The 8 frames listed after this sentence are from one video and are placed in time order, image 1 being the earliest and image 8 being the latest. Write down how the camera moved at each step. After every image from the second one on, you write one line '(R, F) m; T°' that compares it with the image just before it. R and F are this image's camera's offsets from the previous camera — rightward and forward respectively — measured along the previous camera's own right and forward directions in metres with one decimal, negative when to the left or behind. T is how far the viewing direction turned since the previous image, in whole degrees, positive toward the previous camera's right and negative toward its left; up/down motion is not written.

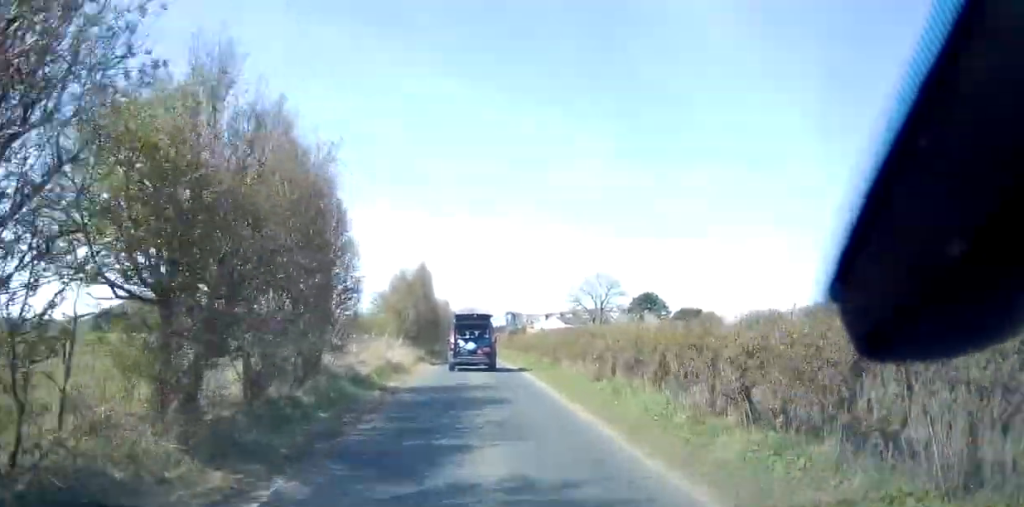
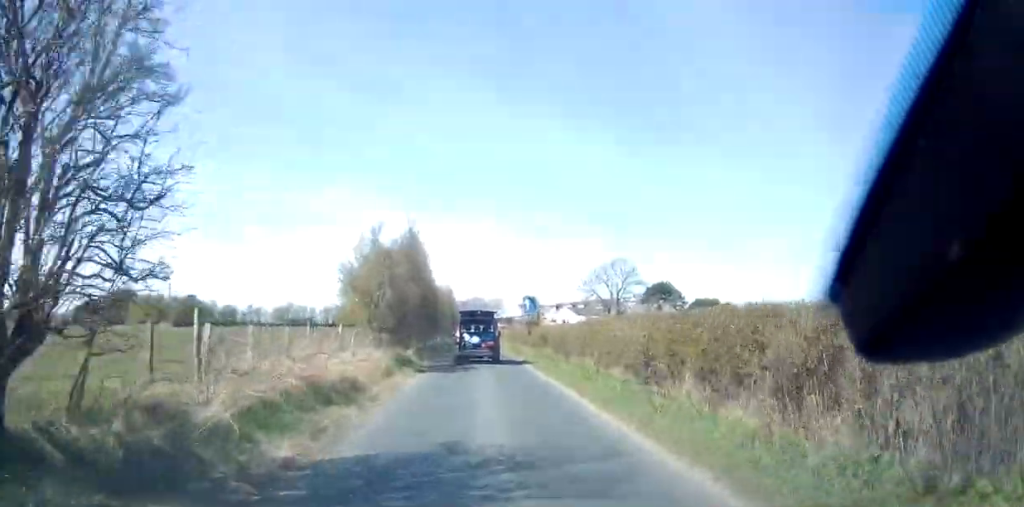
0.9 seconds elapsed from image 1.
(0.0, +9.7) m; 0°
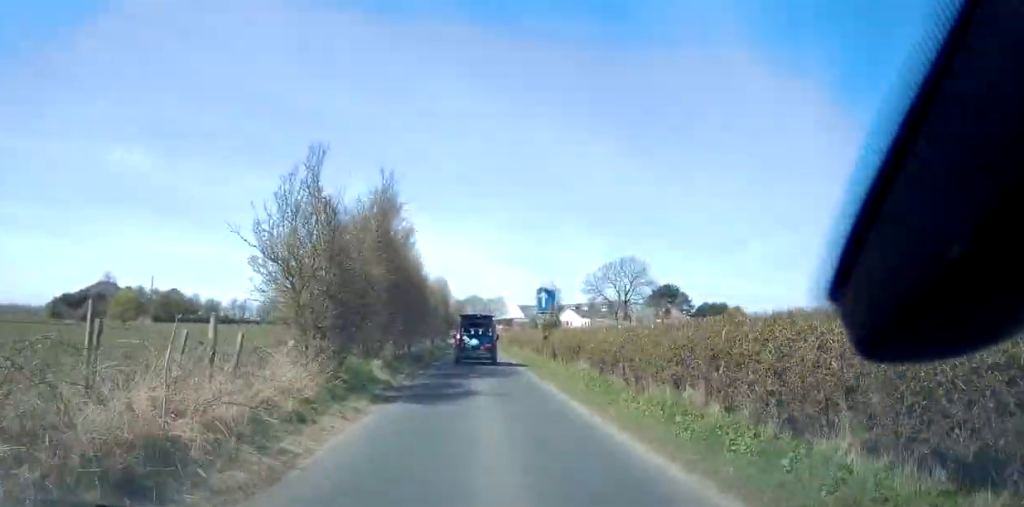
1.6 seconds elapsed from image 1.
(0.0, +8.2) m; 0°
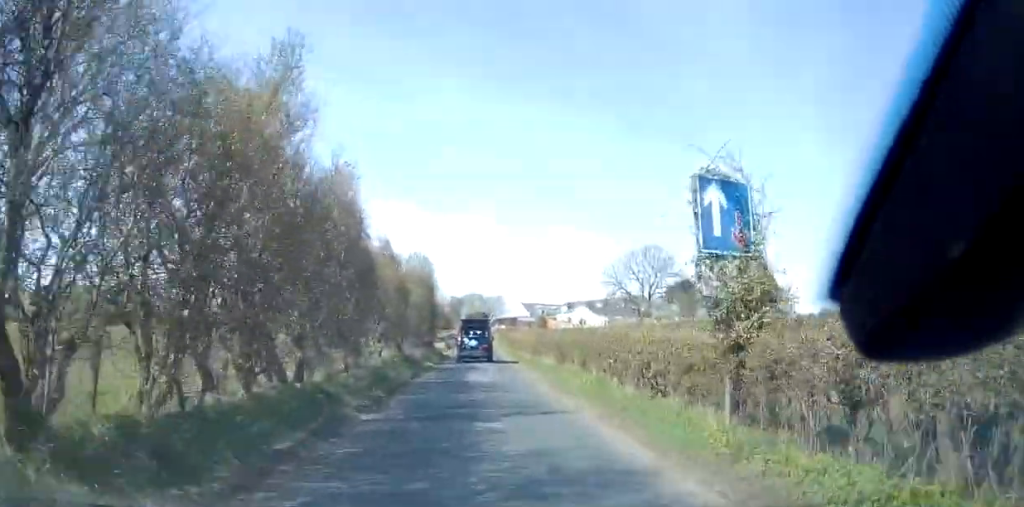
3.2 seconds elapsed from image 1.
(0.0, +18.4) m; 0°
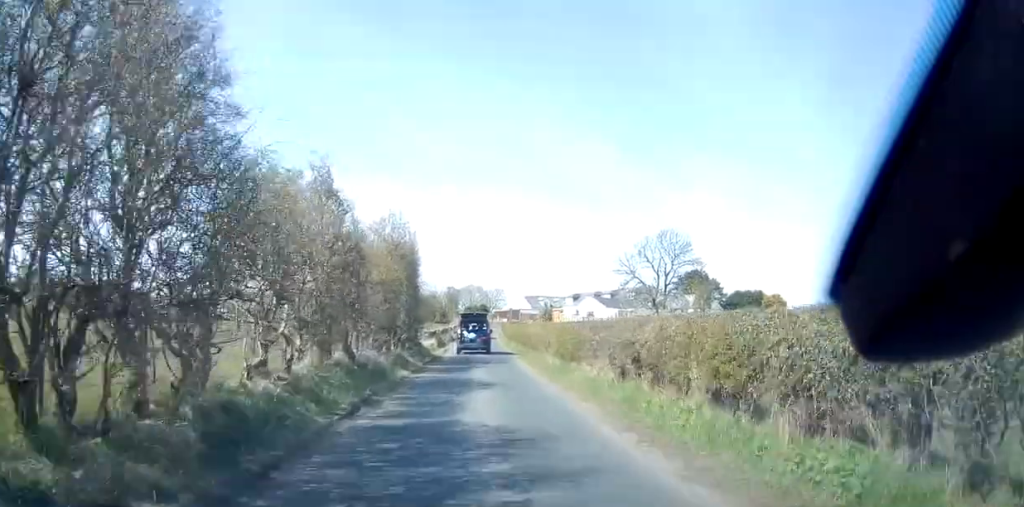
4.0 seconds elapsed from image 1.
(0.0, +9.5) m; 0°
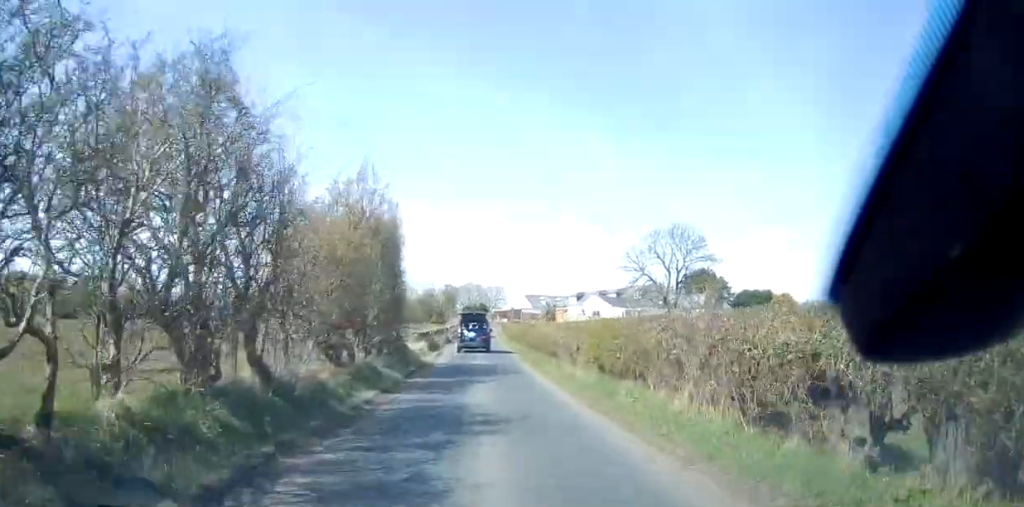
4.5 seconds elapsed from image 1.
(0.0, +6.4) m; 0°
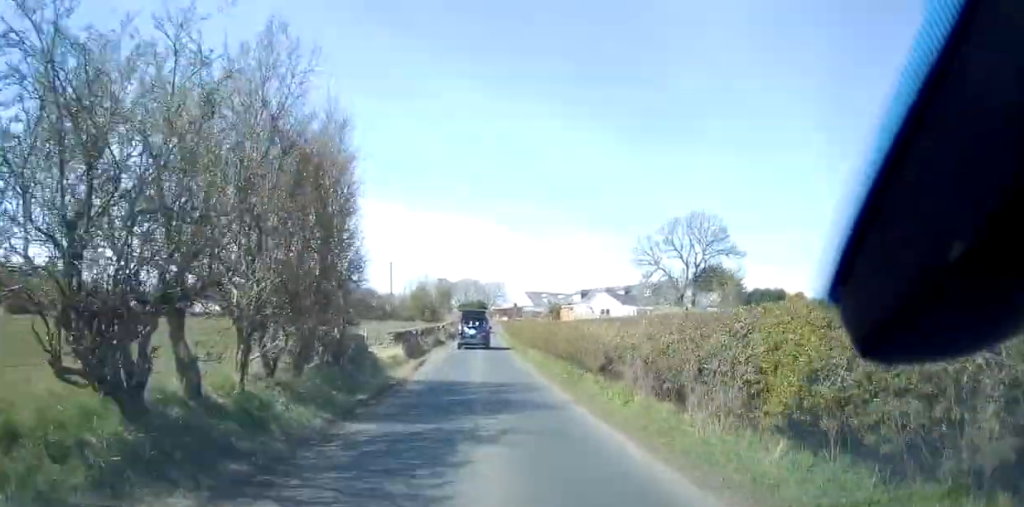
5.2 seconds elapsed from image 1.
(0.0, +8.5) m; 0°
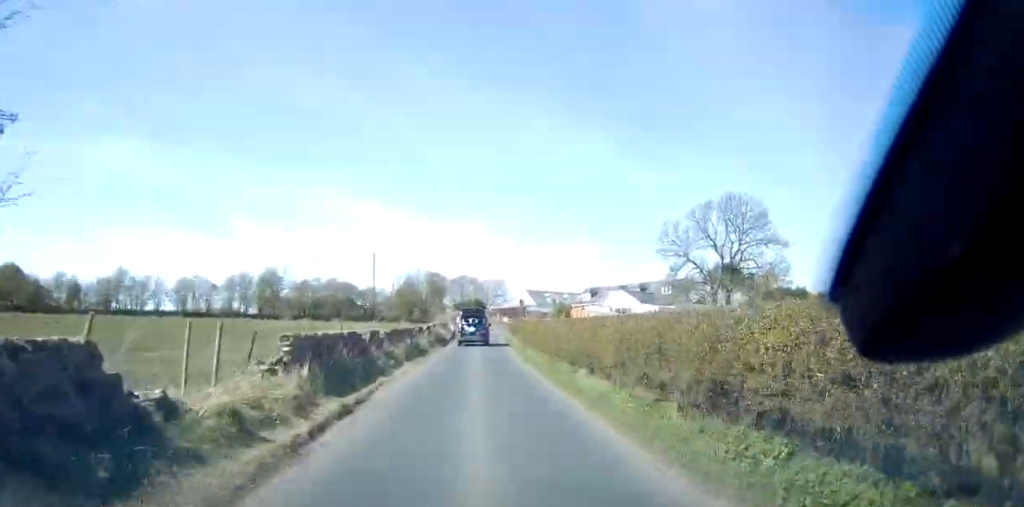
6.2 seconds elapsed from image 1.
(-0.1, +13.6) m; -1°
